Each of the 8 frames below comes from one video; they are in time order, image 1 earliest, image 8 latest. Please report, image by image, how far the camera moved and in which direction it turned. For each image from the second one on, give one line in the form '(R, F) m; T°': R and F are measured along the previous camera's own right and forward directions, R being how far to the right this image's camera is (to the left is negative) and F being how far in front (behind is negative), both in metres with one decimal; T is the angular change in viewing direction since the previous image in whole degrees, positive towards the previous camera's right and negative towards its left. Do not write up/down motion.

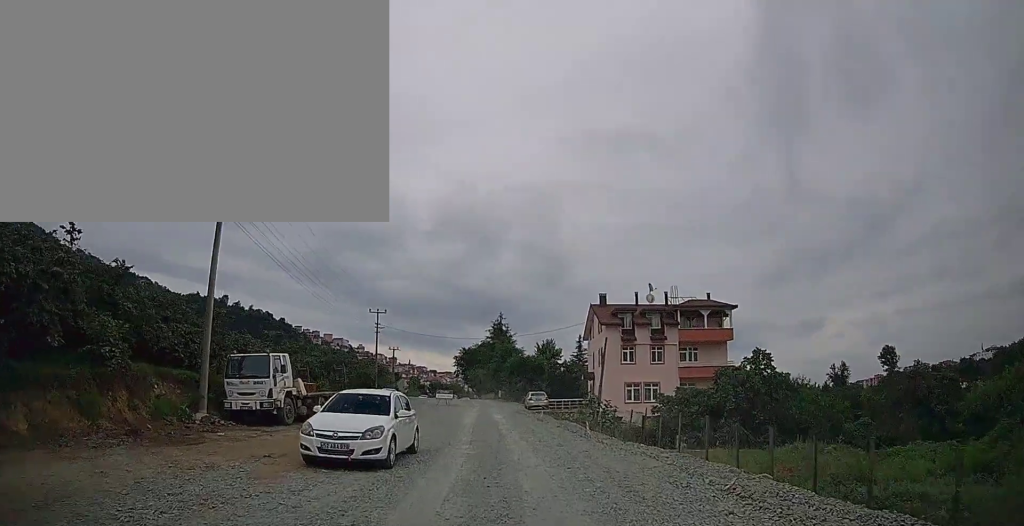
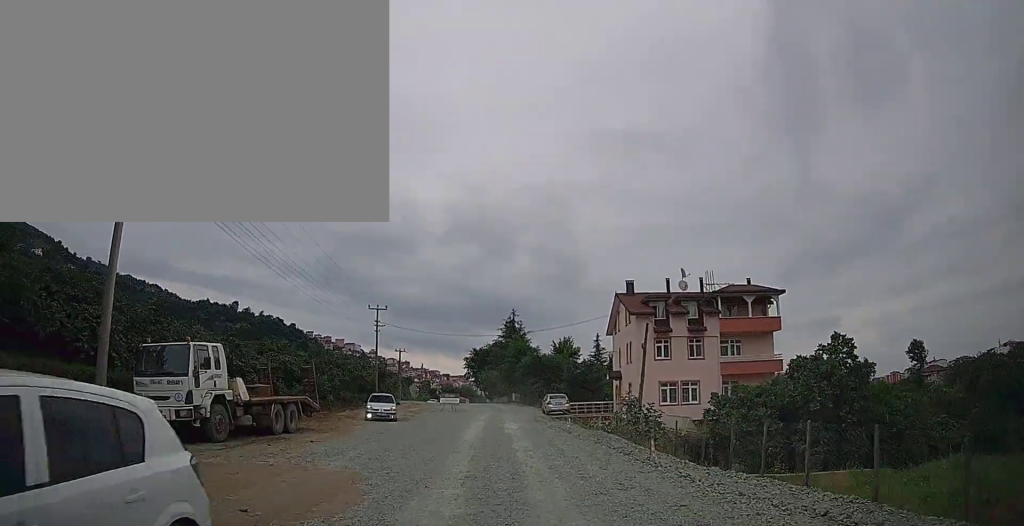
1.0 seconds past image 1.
(-0.1, +6.2) m; -2°
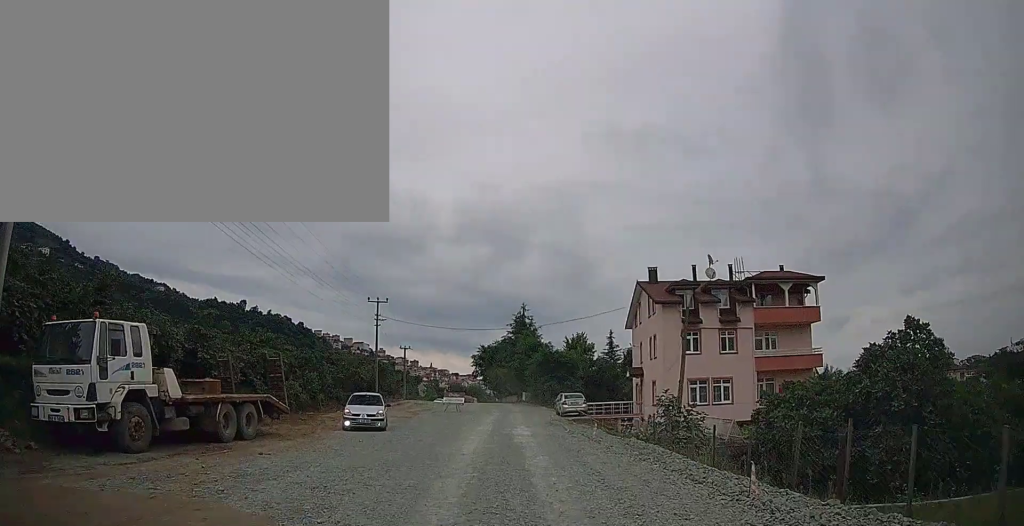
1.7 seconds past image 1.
(-0.1, +4.3) m; -2°
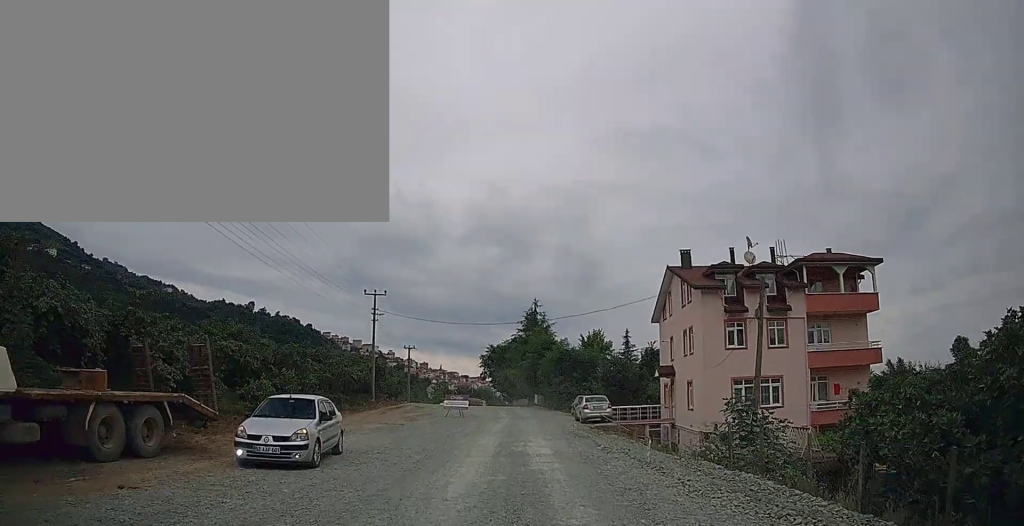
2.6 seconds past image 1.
(-0.1, +5.5) m; -1°
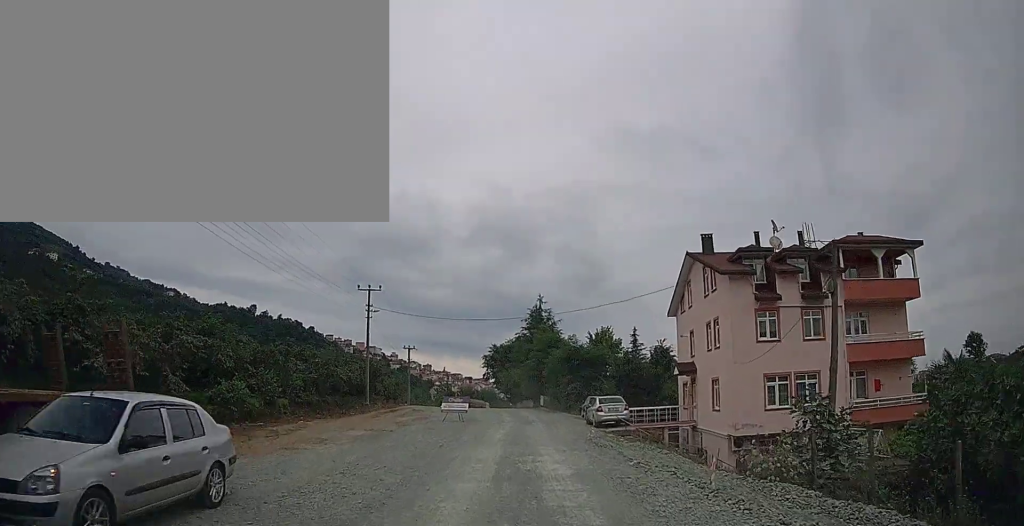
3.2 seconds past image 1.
(0.0, +3.7) m; 0°
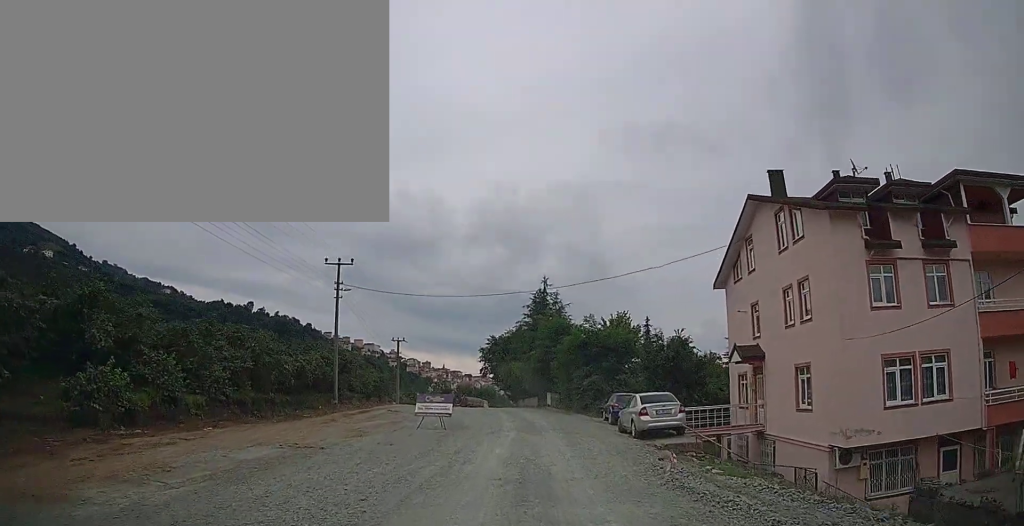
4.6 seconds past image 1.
(-0.1, +8.9) m; -2°
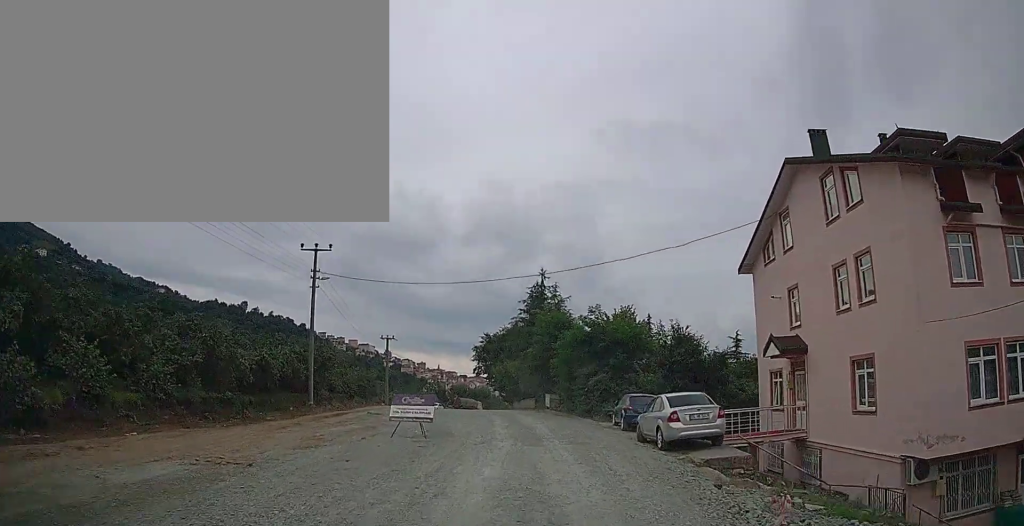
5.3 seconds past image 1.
(-0.2, +4.0) m; +1°
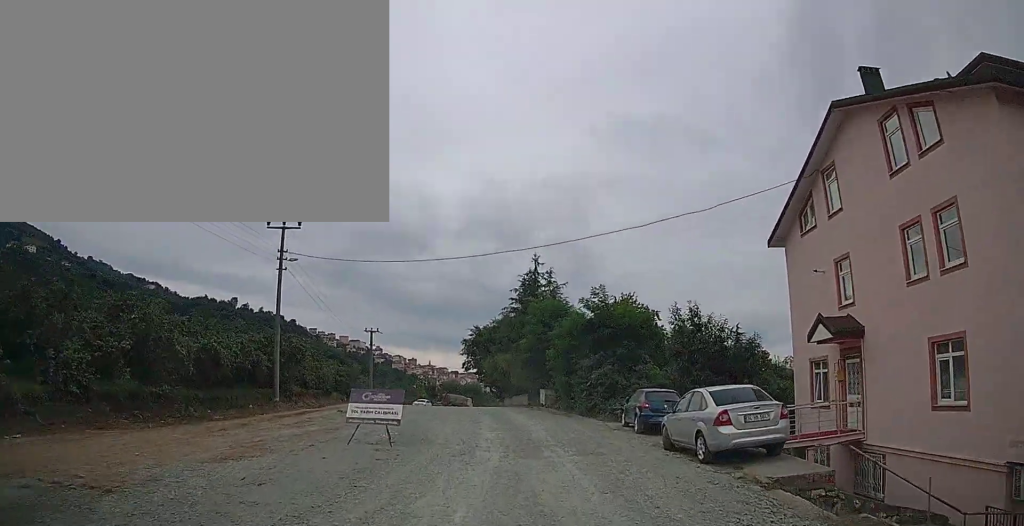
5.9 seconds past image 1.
(+0.1, +3.8) m; +1°
